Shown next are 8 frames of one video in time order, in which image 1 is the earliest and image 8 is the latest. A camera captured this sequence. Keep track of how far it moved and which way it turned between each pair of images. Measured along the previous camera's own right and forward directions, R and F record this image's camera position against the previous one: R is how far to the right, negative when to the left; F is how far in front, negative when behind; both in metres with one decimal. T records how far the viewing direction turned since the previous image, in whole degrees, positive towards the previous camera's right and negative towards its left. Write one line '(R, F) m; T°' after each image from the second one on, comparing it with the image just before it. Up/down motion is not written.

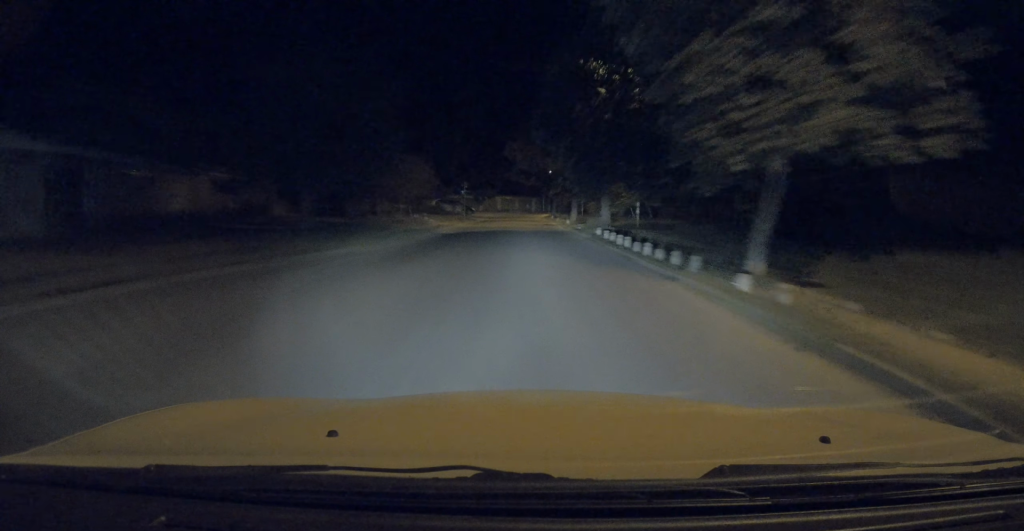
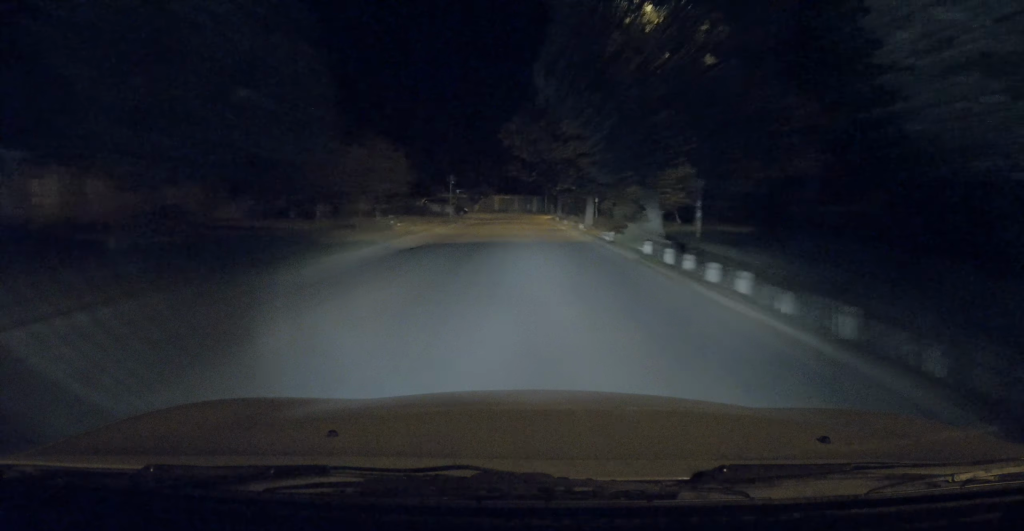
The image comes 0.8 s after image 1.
(+0.1, +9.0) m; 0°
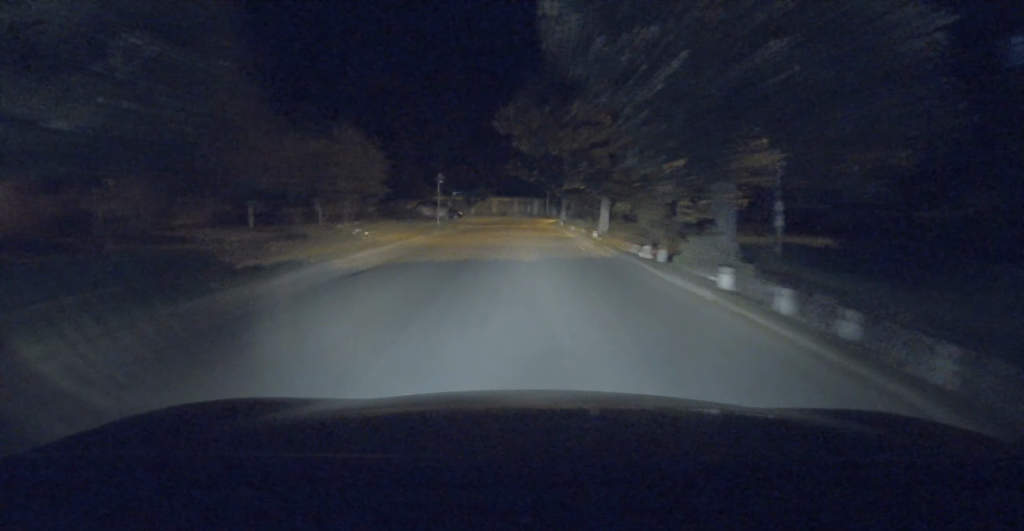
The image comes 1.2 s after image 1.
(0.0, +5.5) m; -1°
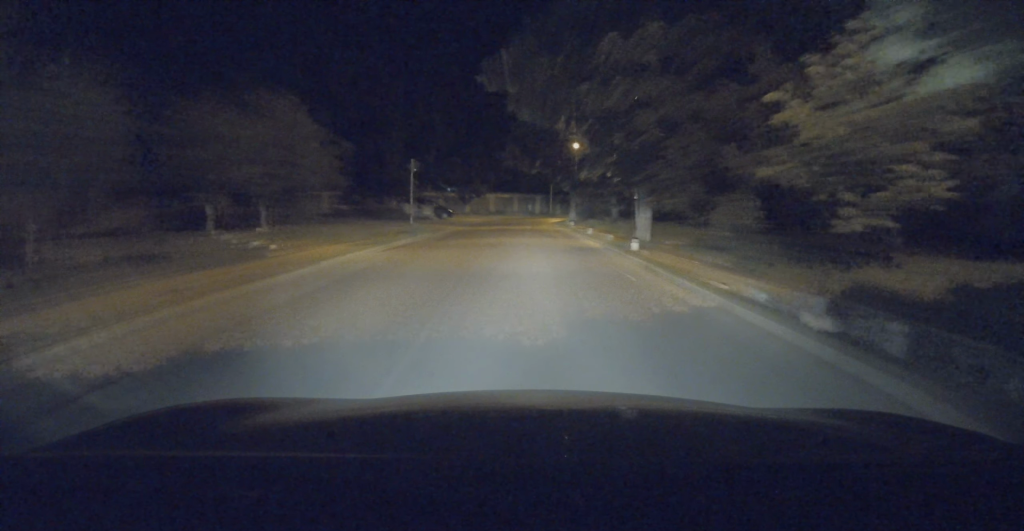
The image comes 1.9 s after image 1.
(-0.1, +8.2) m; 0°
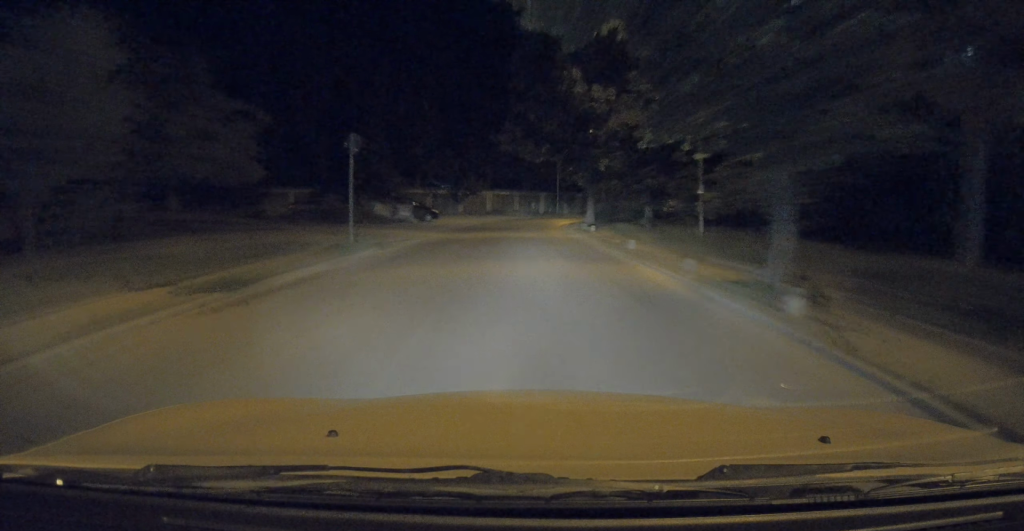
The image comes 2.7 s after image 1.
(-0.1, +9.3) m; 0°
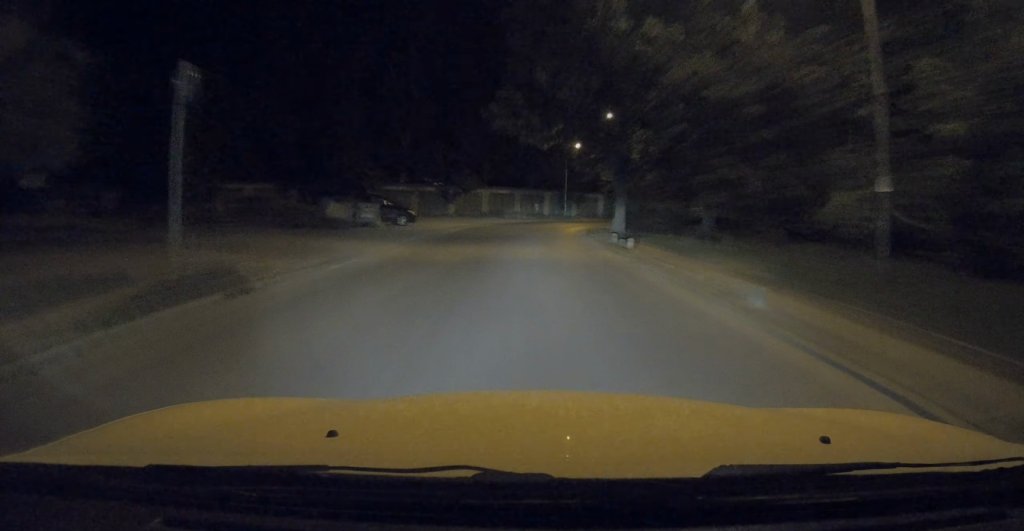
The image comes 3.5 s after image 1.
(+0.1, +8.8) m; +1°
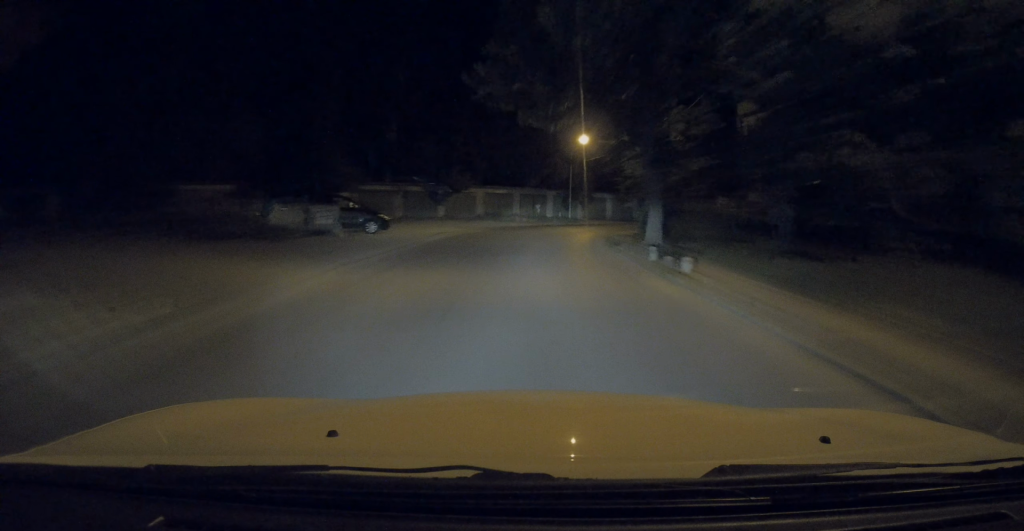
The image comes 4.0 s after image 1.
(0.0, +6.0) m; 0°
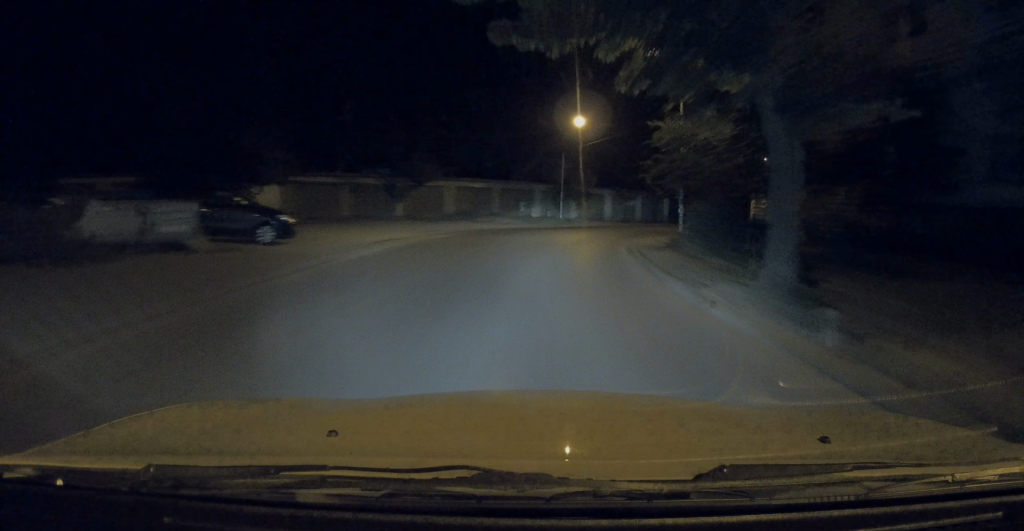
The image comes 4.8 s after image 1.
(0.0, +8.9) m; +1°
